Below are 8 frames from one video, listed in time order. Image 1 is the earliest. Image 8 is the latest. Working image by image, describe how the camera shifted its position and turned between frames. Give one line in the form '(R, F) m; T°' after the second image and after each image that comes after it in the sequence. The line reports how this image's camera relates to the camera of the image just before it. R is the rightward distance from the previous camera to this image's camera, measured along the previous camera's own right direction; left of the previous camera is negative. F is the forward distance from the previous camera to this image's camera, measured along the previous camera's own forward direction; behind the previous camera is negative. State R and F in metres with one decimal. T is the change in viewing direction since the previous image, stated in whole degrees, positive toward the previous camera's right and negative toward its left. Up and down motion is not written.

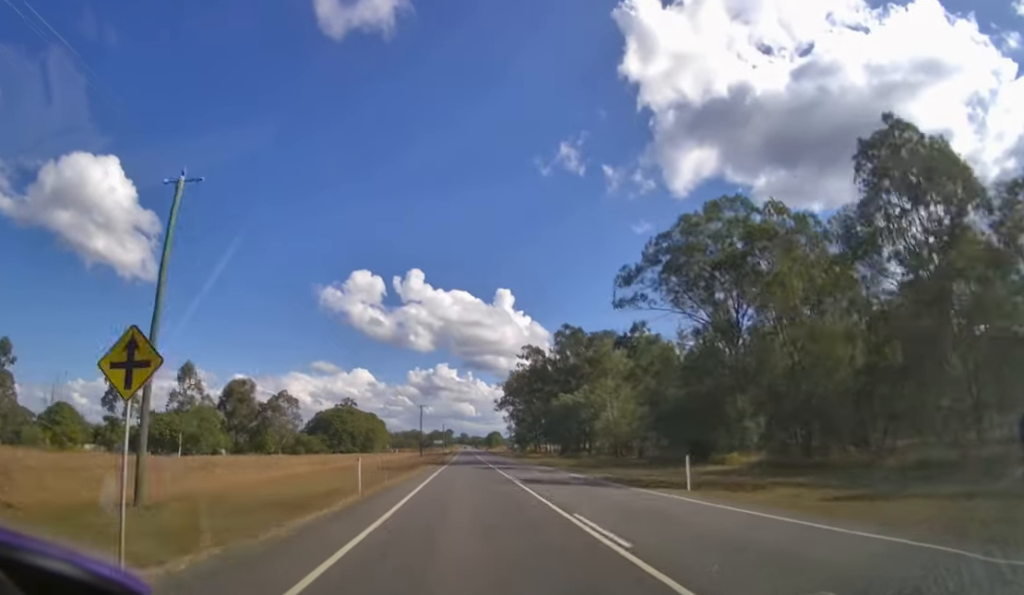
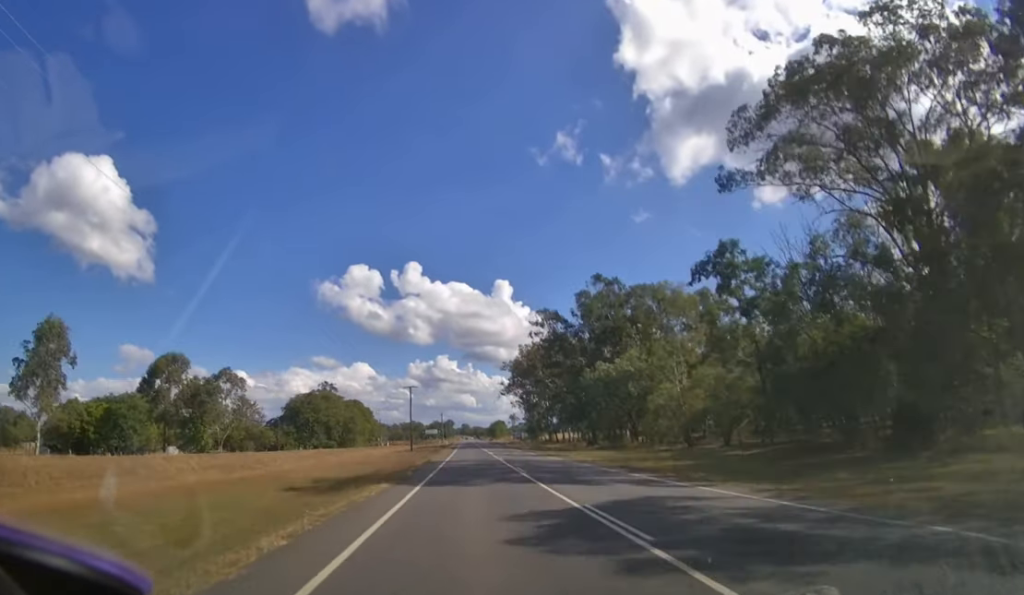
(0.0, +26.9) m; 0°
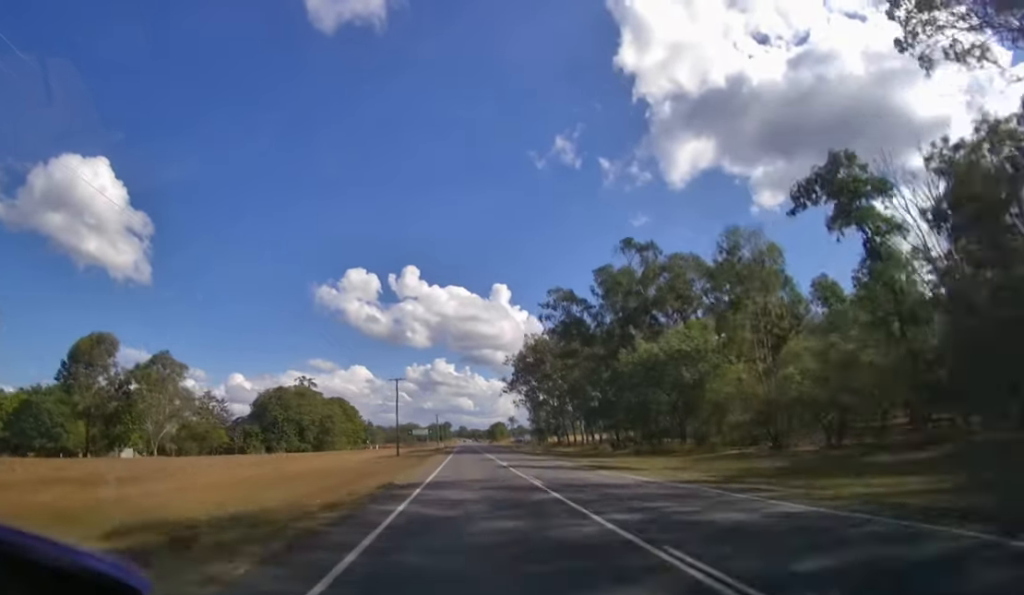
(0.0, +18.7) m; 0°
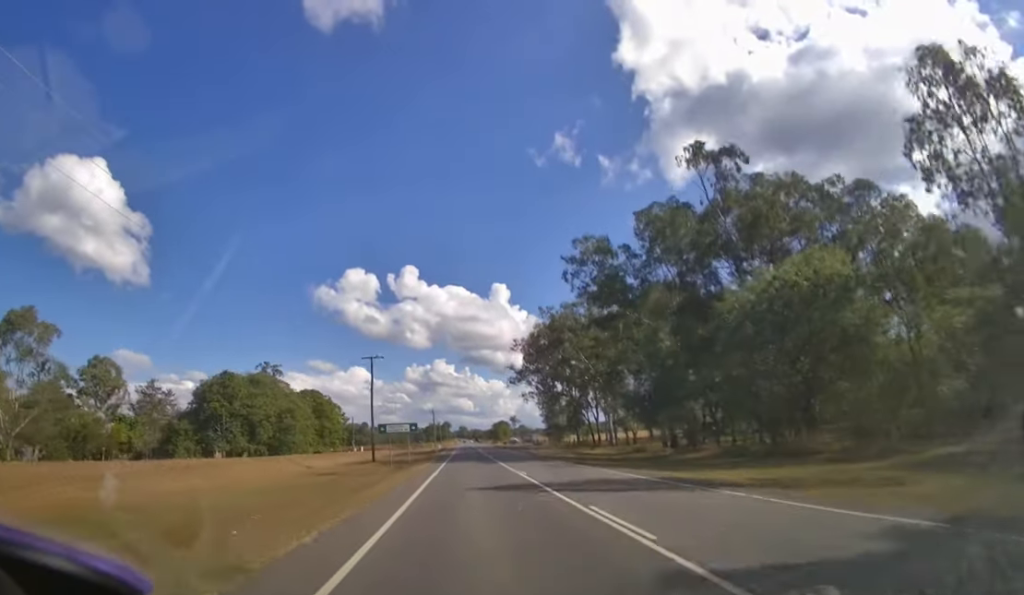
(0.0, +23.9) m; 0°
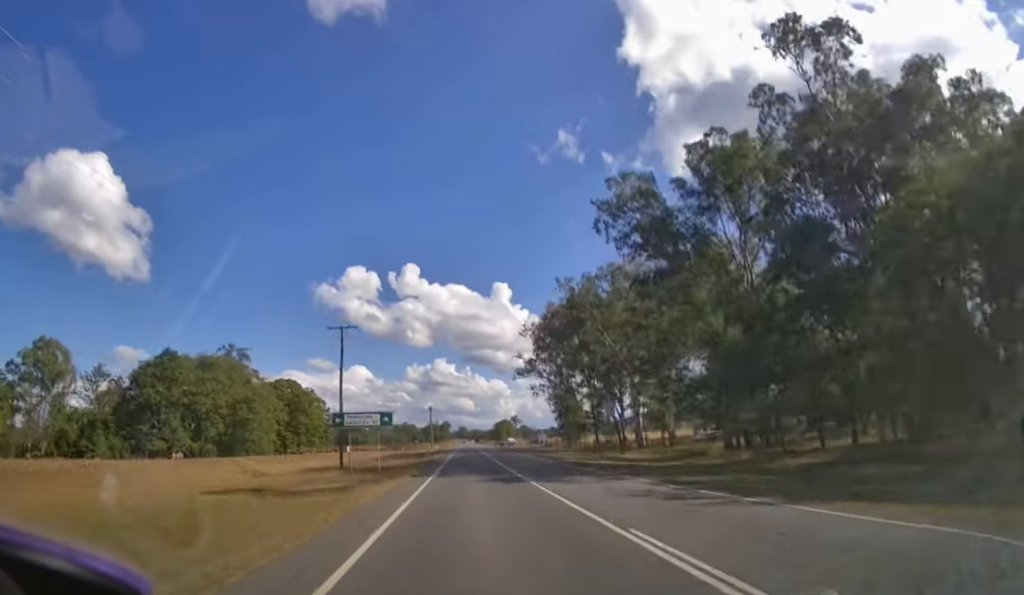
(0.0, +15.2) m; 0°
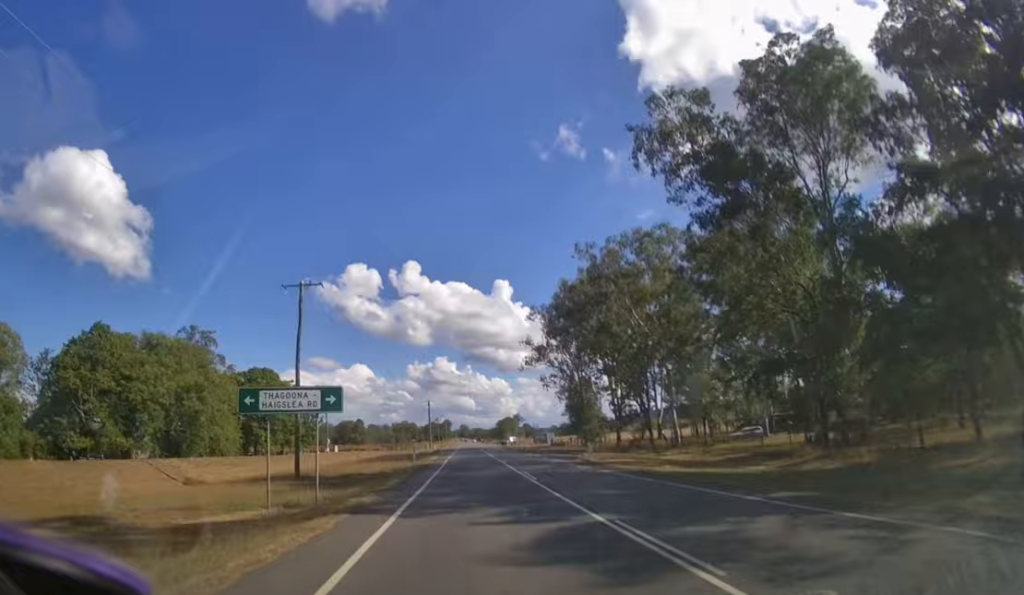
(0.0, +11.7) m; 0°
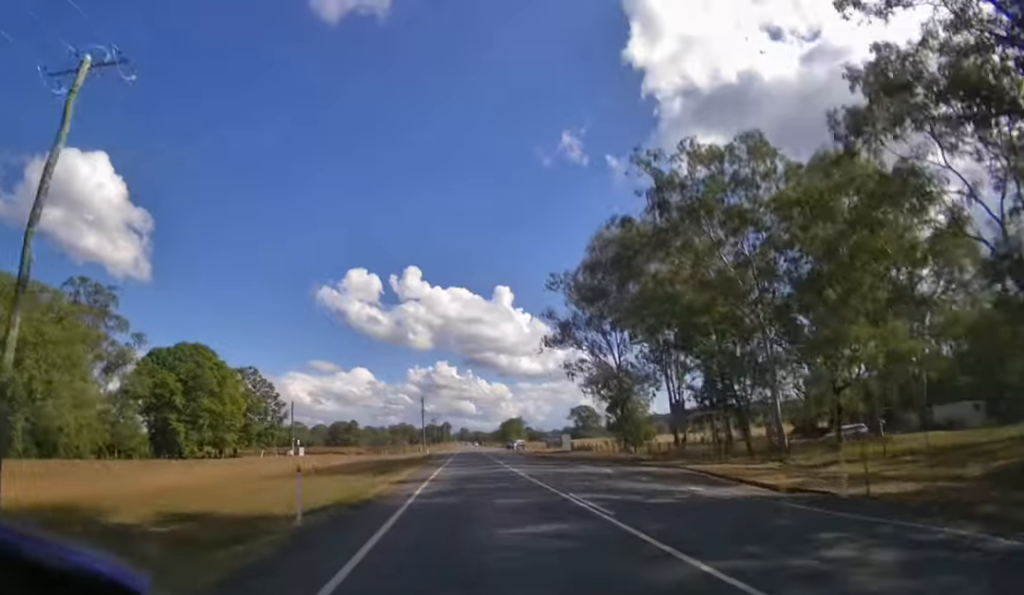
(0.0, +22.1) m; 0°
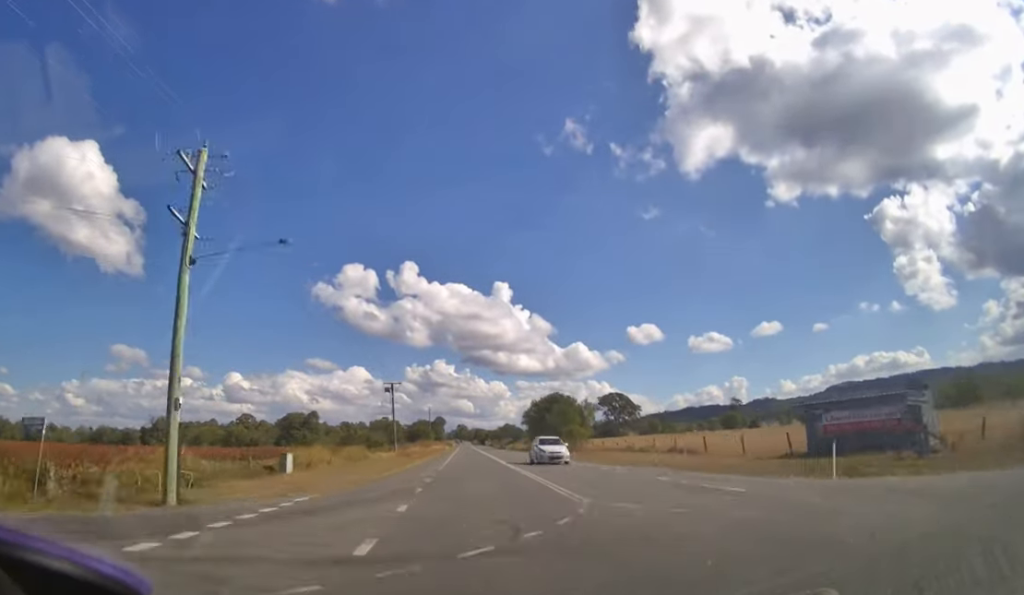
(0.0, +83.8) m; 0°
